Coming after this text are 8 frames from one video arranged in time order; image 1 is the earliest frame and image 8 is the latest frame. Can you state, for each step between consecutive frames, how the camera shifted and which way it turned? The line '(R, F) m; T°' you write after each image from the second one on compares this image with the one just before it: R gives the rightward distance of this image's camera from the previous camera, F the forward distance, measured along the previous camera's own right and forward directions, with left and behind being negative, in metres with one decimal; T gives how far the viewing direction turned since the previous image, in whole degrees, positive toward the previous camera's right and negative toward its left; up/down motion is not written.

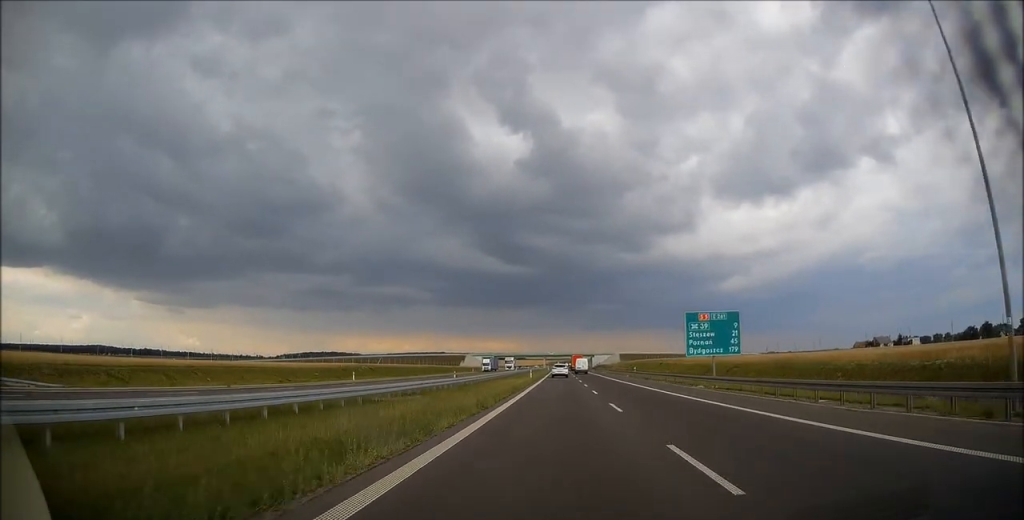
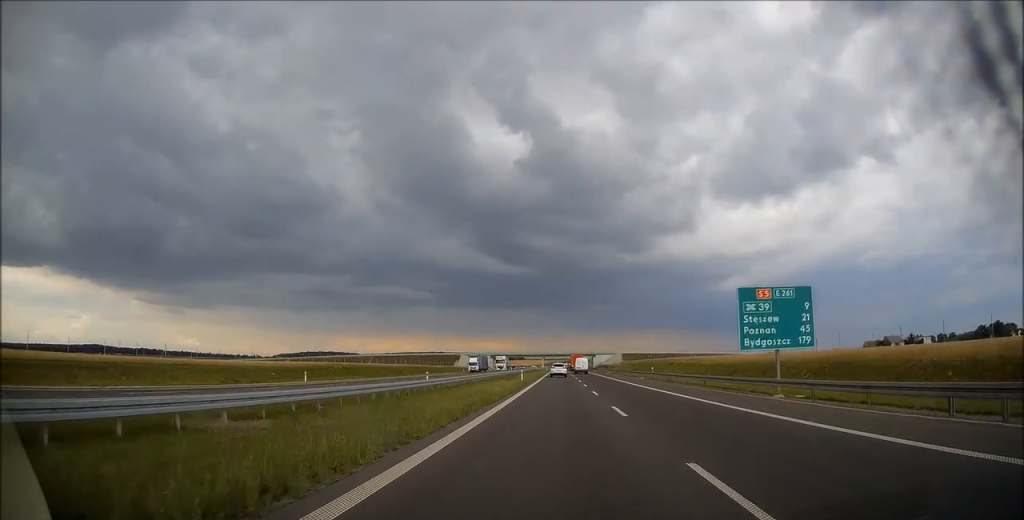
(0.0, +14.0) m; 0°
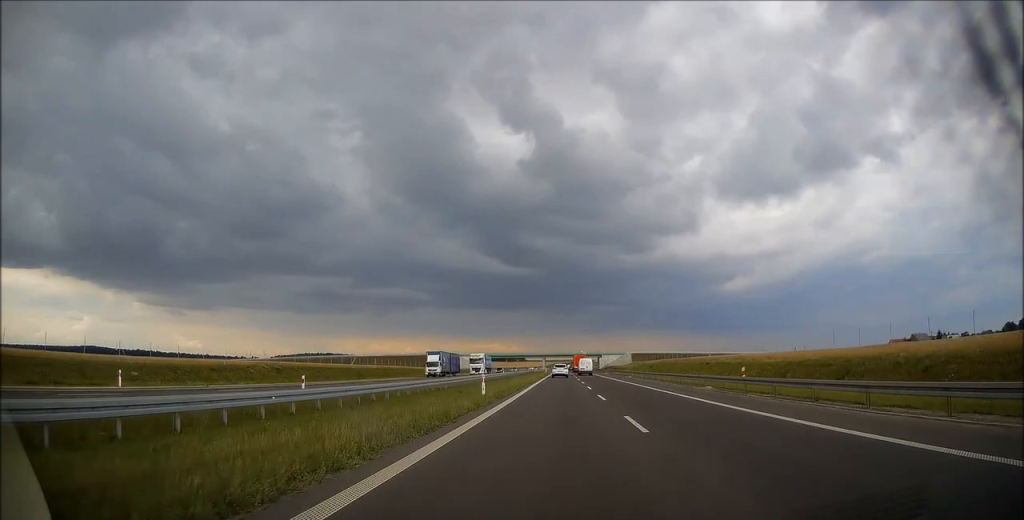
(0.0, +28.0) m; 0°
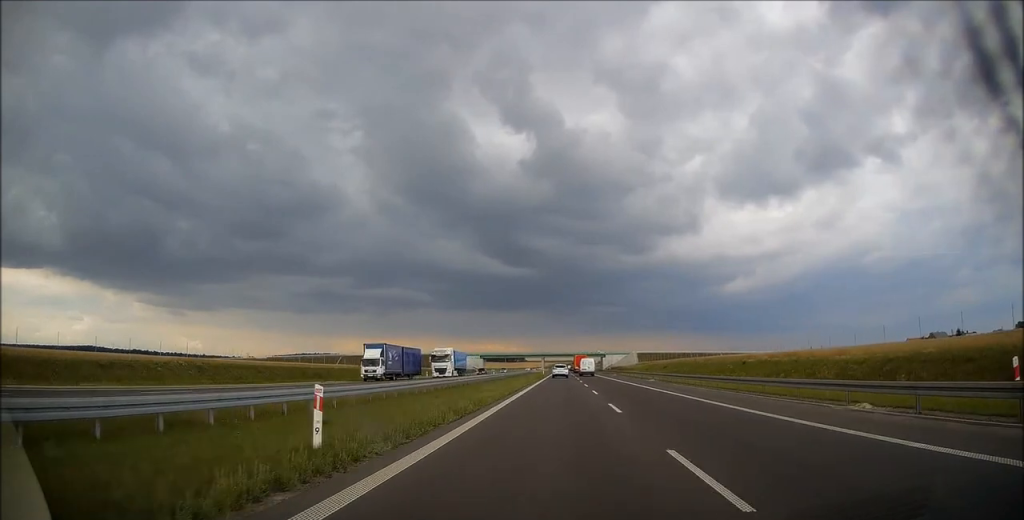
(0.0, +18.7) m; 0°
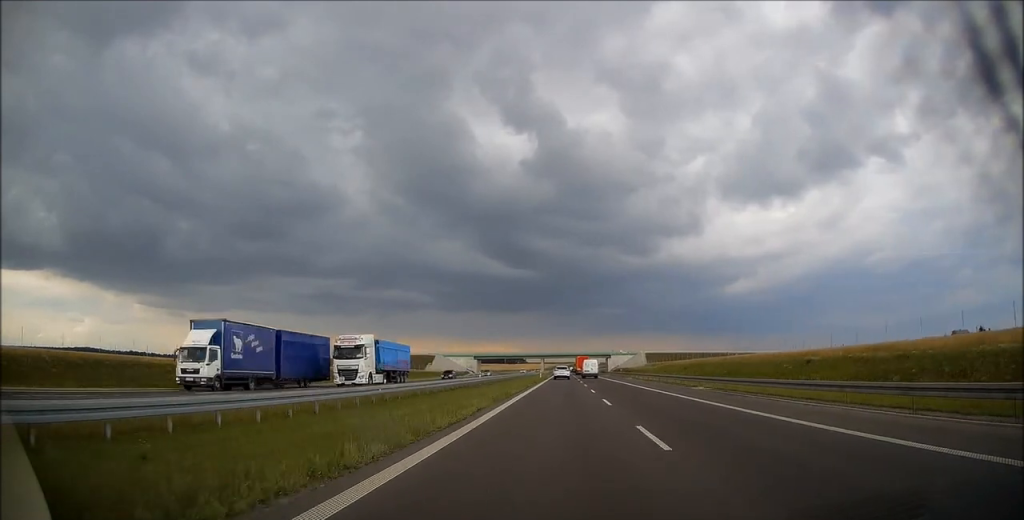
(-0.1, +19.8) m; 0°
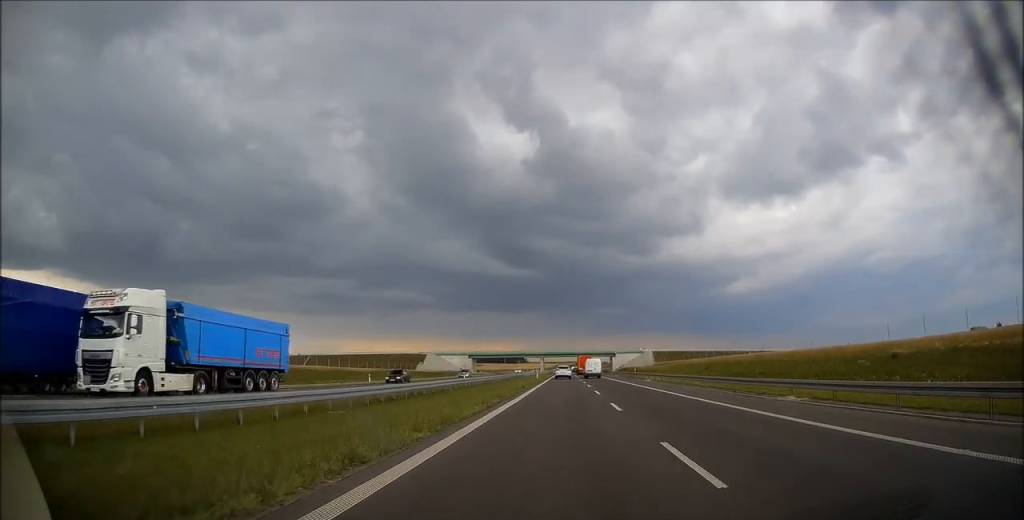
(0.0, +15.2) m; 0°
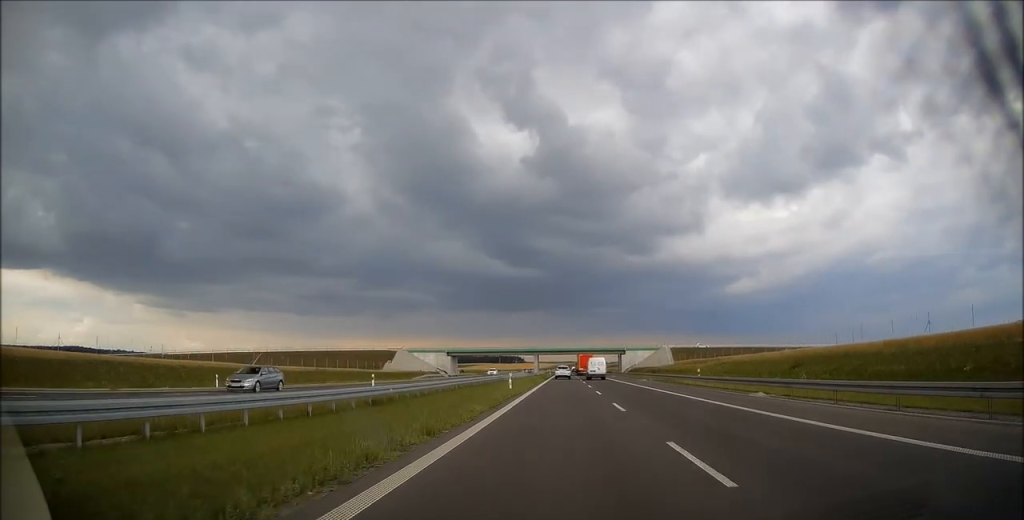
(0.0, +36.0) m; 0°
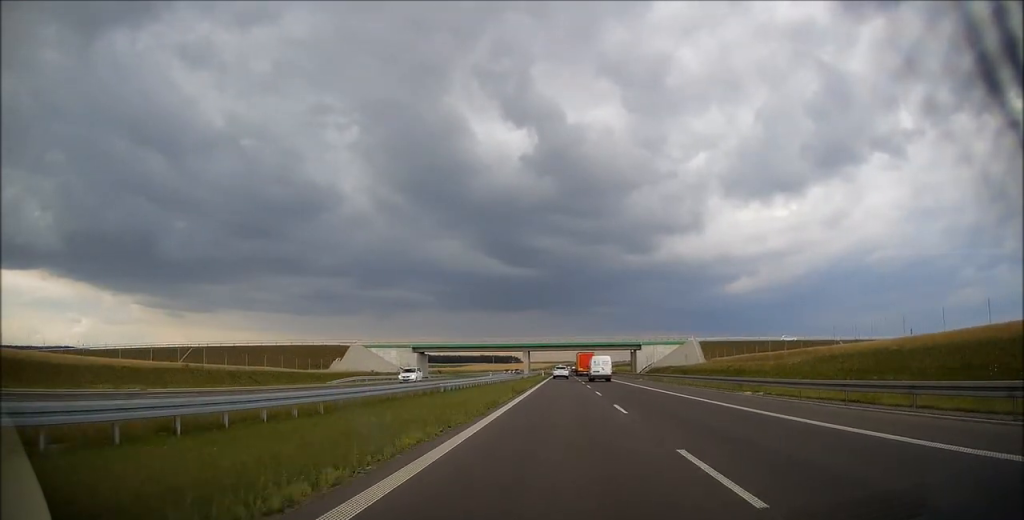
(0.0, +37.0) m; 0°
